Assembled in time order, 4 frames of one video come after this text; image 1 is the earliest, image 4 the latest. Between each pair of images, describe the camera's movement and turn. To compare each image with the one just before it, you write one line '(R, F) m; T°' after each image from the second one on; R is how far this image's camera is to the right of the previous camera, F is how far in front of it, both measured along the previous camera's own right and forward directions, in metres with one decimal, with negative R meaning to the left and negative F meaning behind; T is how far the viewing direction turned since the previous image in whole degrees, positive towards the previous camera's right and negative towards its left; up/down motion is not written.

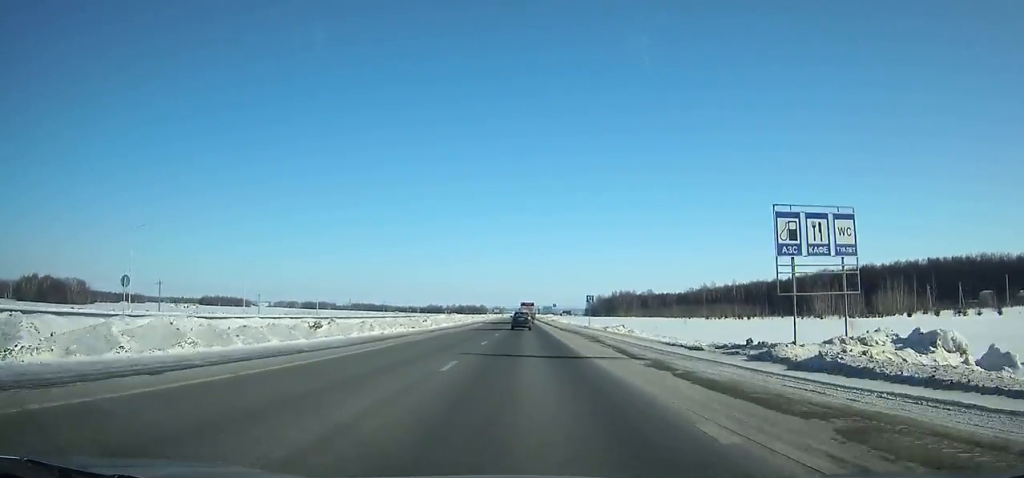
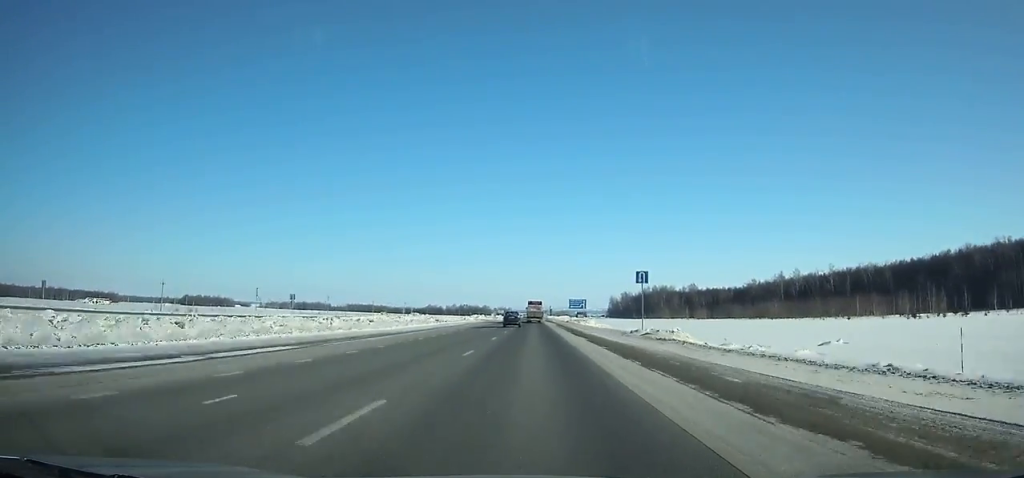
(-0.2, +114.7) m; -1°
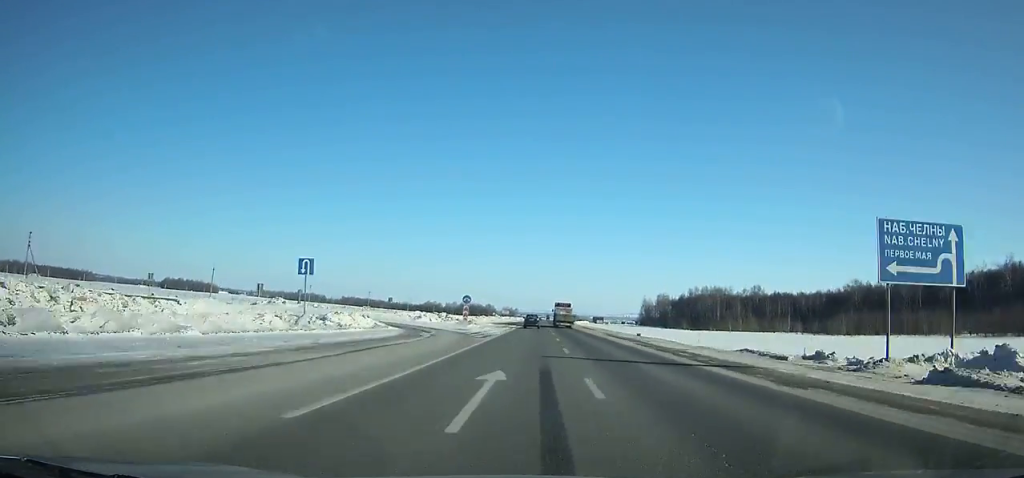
(-1.3, +104.1) m; -1°
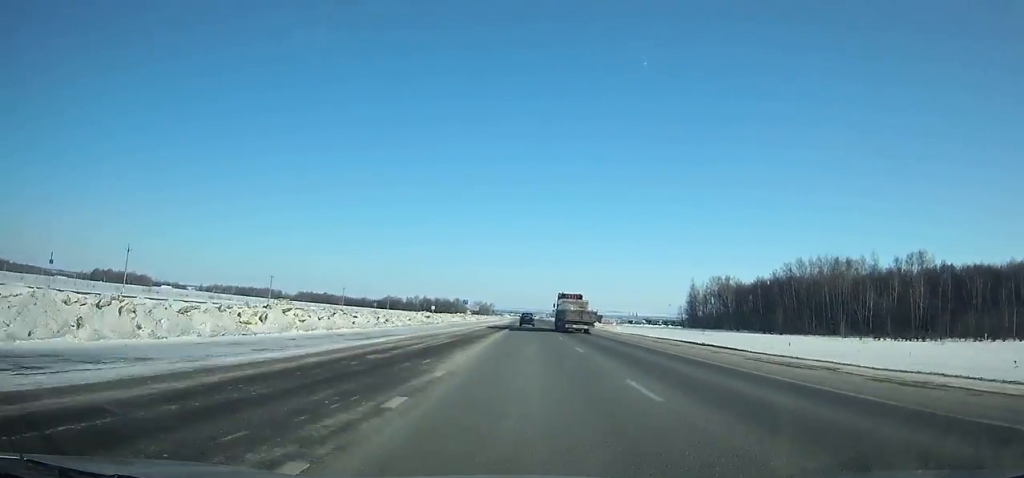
(+2.1, +155.5) m; +1°
